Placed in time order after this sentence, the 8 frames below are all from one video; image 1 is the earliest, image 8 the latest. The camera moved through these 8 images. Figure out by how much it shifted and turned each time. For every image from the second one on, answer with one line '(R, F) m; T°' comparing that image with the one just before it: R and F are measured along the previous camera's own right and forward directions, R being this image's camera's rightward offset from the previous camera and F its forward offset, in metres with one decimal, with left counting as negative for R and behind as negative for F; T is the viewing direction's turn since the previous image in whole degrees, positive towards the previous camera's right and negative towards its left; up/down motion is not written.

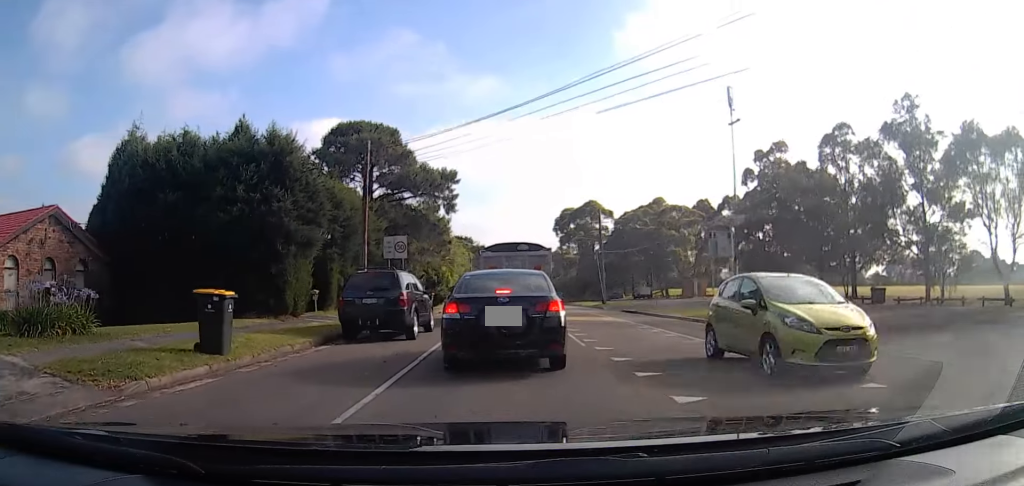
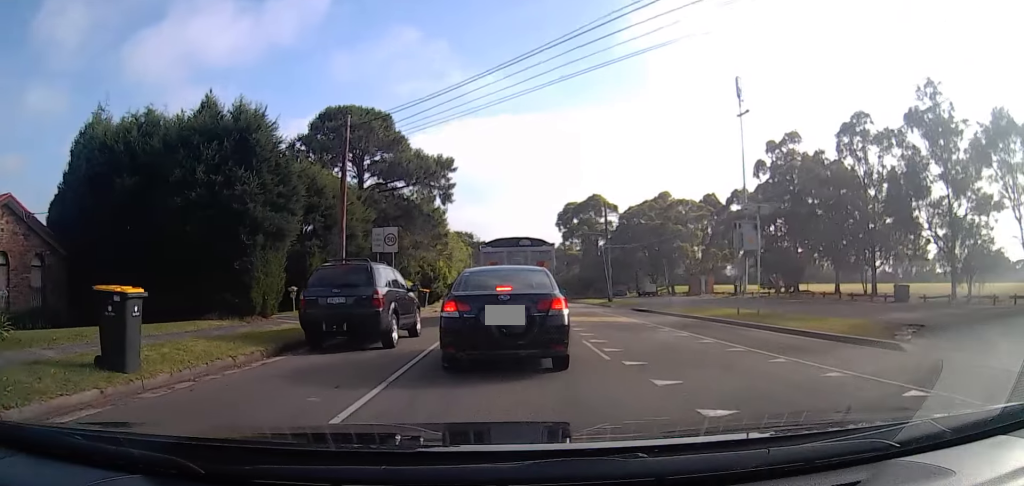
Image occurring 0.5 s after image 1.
(0.0, +2.9) m; 0°
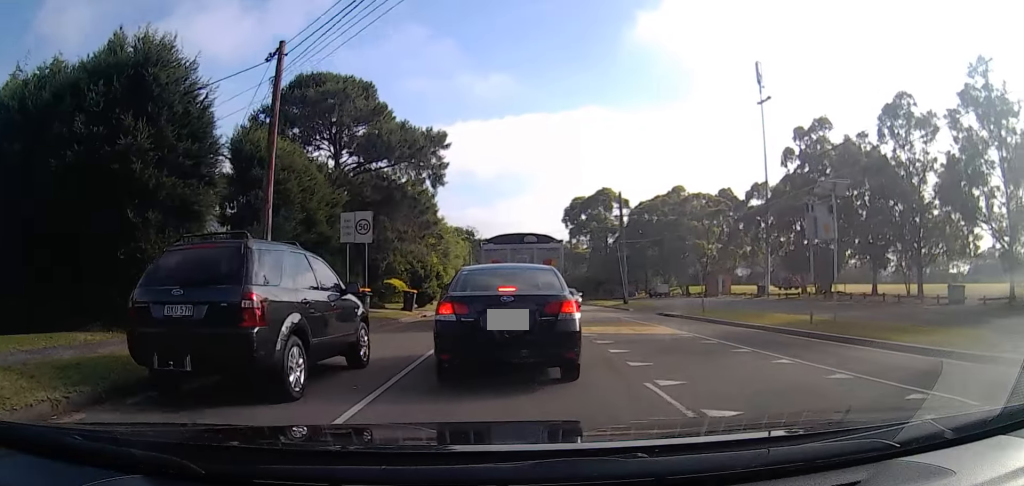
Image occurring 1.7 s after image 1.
(0.0, +5.9) m; 0°
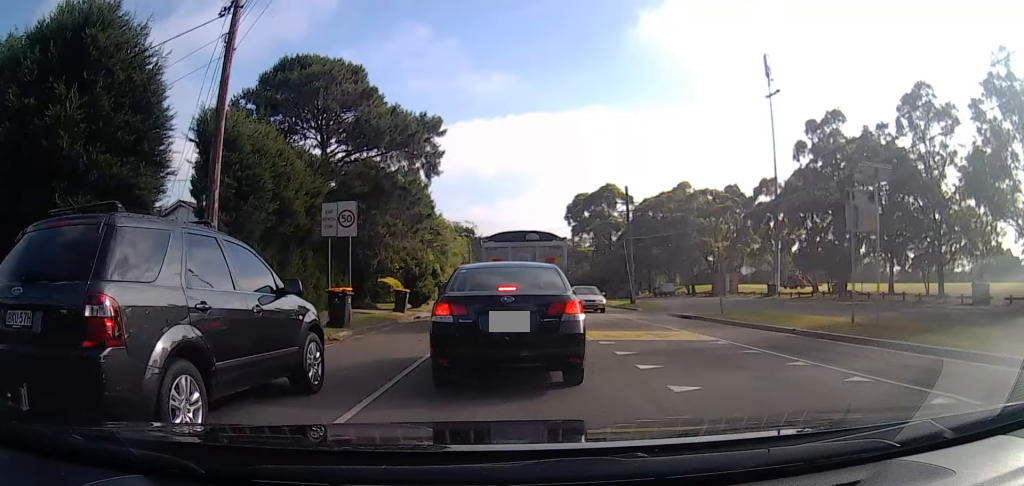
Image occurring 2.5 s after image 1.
(0.0, +3.2) m; -1°
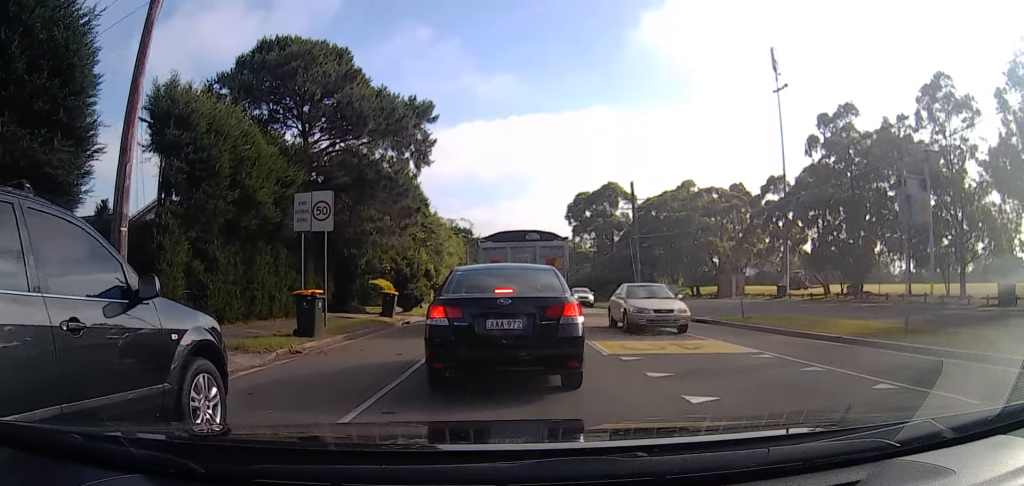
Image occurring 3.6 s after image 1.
(-0.1, +3.4) m; -4°
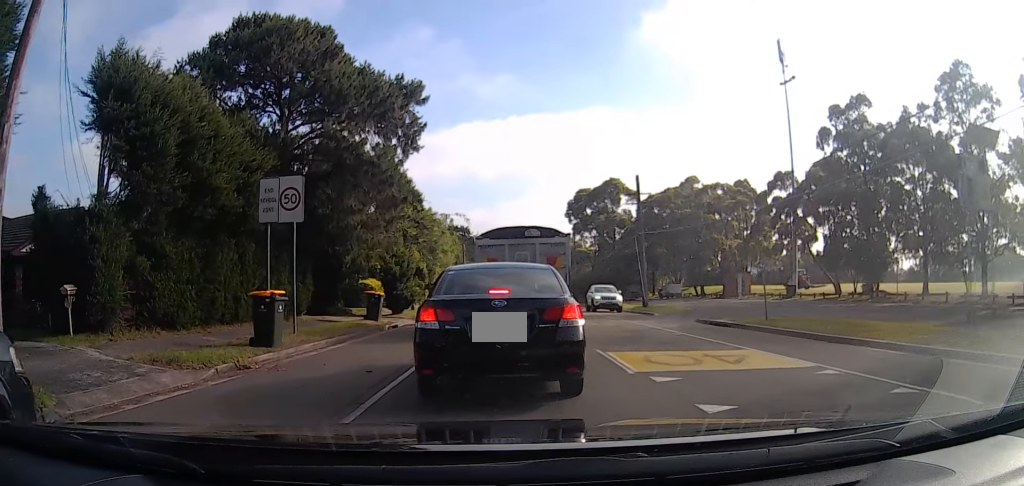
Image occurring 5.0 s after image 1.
(-0.1, +2.5) m; -3°
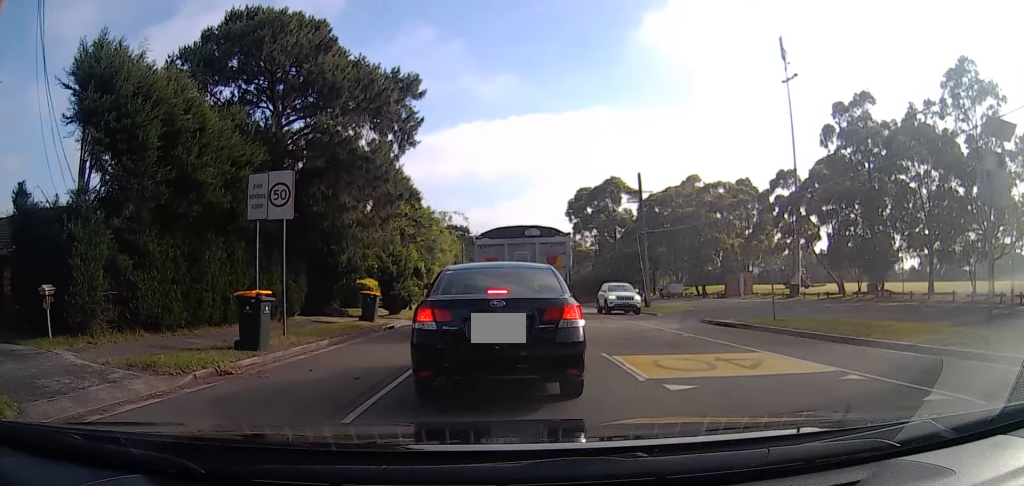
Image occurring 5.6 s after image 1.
(0.0, +0.7) m; 0°
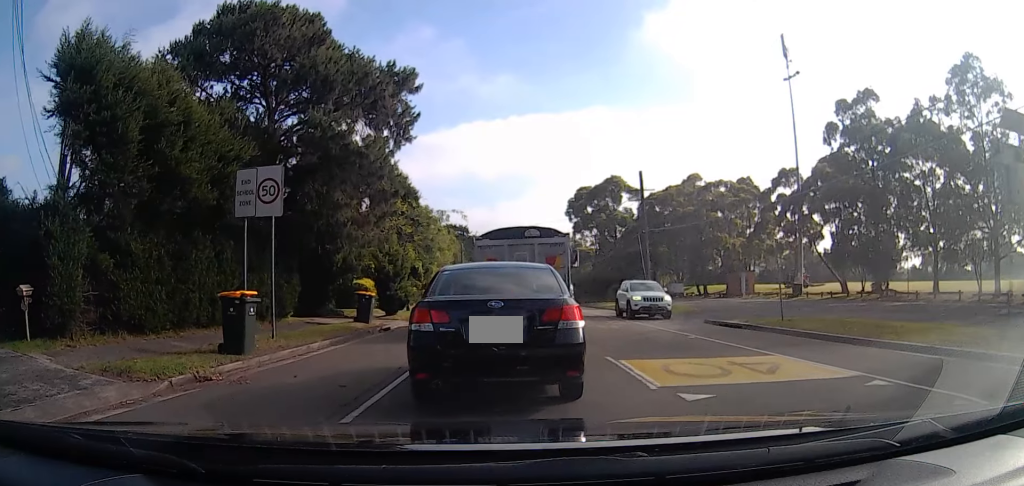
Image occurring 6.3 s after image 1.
(0.0, +0.8) m; 0°
